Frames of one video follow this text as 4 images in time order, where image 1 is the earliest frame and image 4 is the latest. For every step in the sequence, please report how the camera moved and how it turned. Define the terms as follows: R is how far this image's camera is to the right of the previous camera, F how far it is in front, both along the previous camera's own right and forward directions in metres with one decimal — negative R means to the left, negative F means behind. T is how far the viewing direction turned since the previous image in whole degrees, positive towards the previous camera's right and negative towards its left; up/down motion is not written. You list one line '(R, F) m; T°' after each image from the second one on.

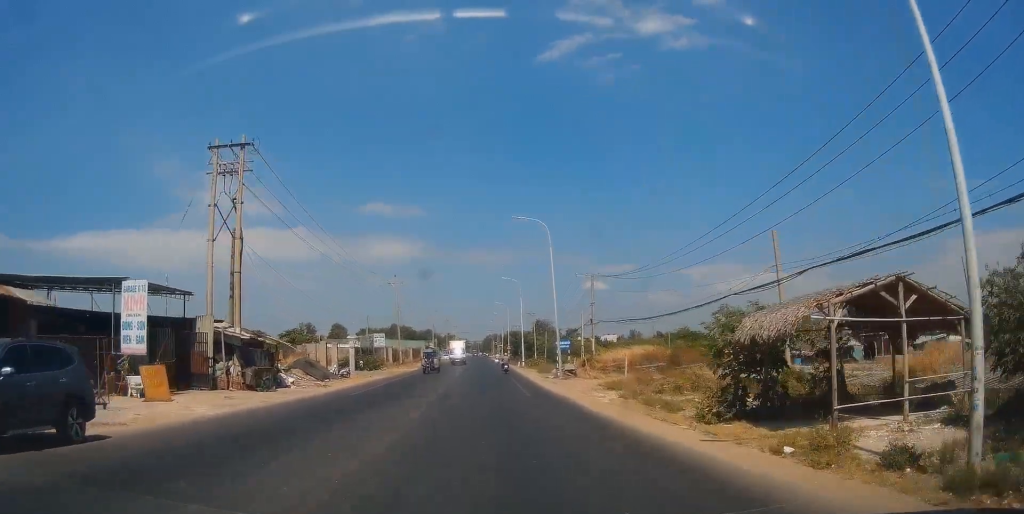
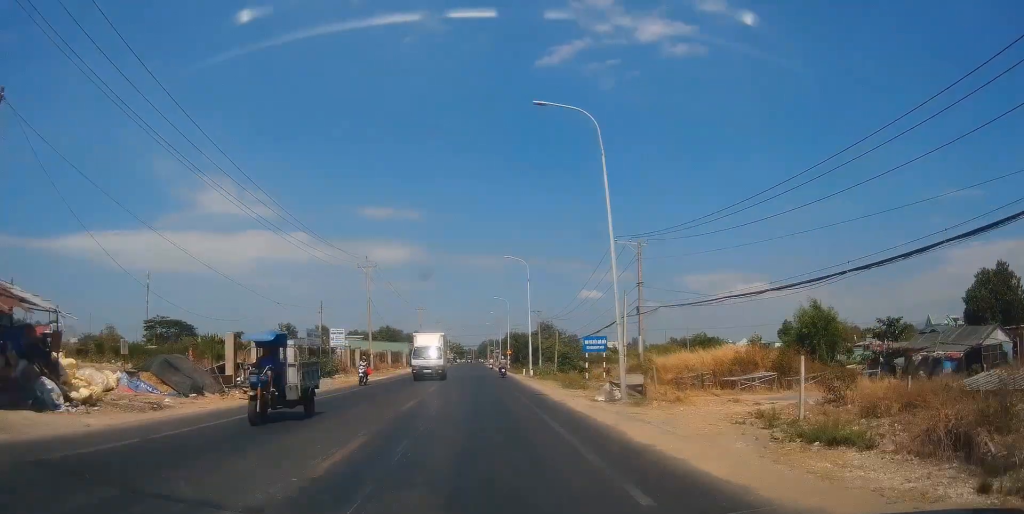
(+0.4, +19.4) m; -2°
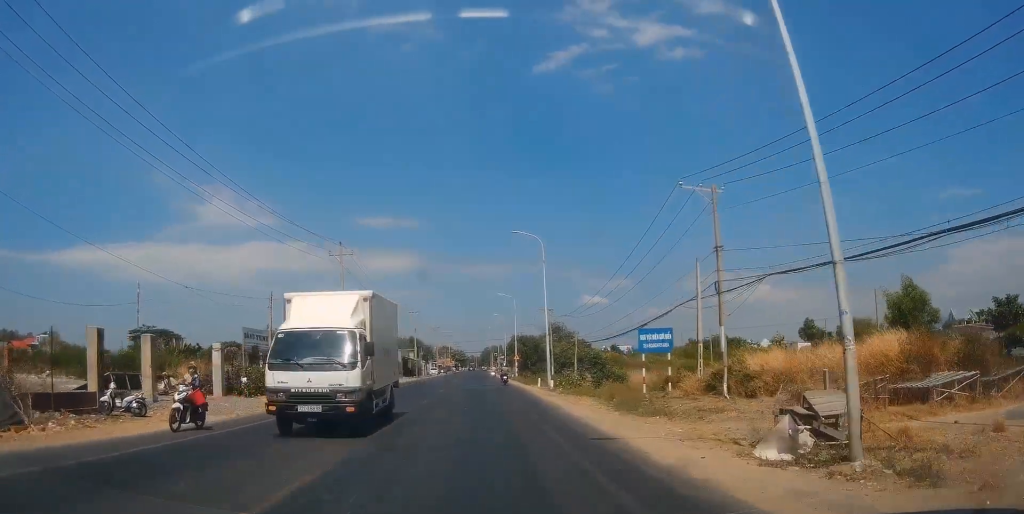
(-0.8, +13.7) m; 0°
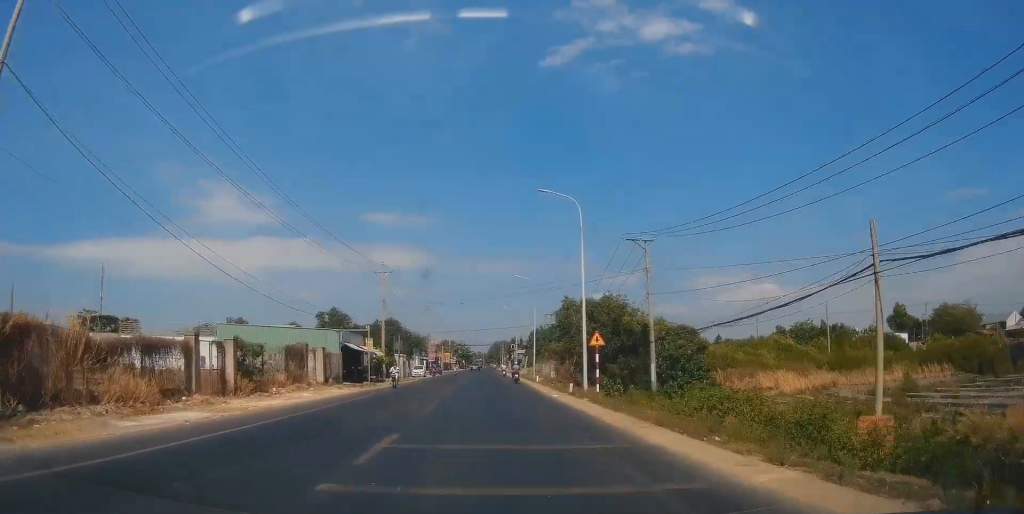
(+1.2, +46.0) m; +1°
